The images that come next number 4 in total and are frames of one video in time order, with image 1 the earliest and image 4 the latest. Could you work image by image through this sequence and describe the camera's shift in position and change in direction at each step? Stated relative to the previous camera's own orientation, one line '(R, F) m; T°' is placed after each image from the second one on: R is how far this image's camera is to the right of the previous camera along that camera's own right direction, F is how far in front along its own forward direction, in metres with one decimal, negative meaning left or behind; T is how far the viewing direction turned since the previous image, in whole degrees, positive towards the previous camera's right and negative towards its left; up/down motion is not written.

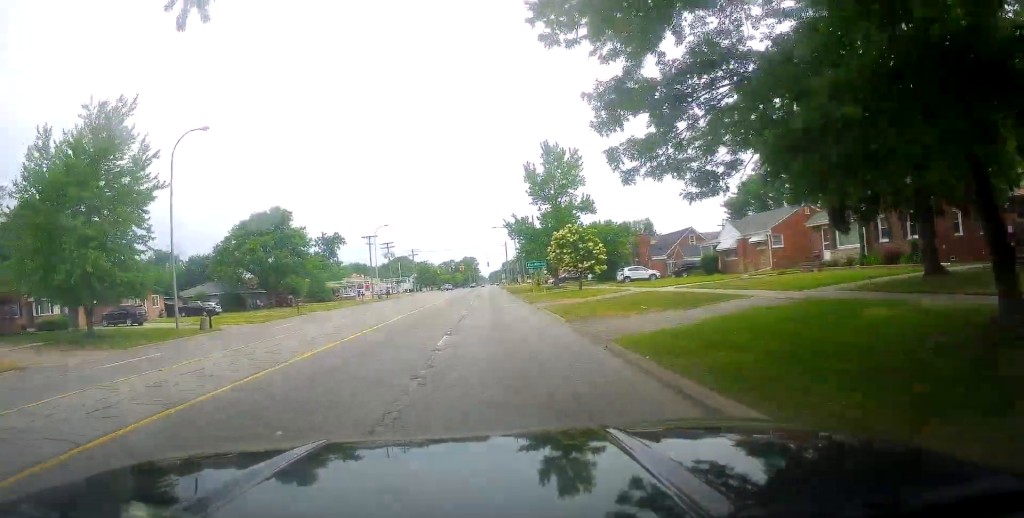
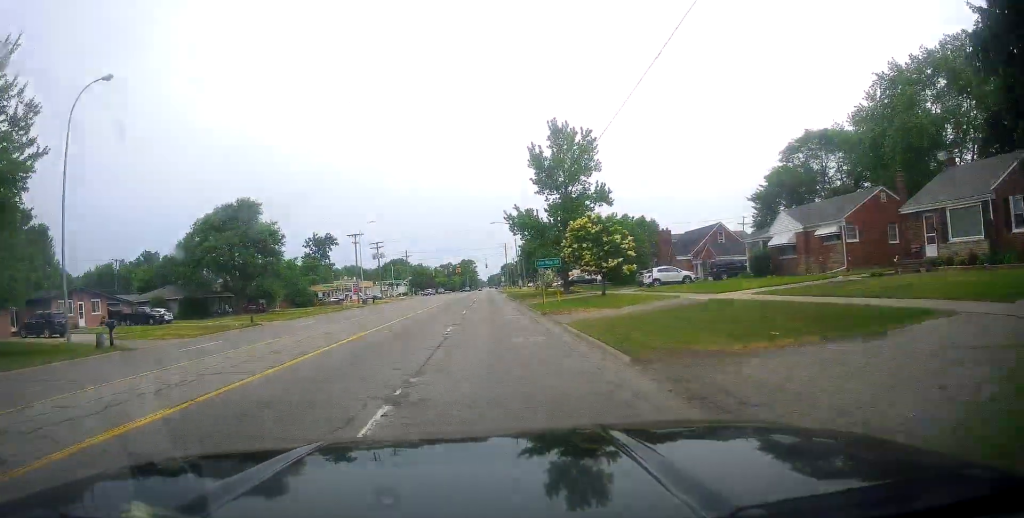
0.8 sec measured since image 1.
(+0.6, +10.8) m; +2°
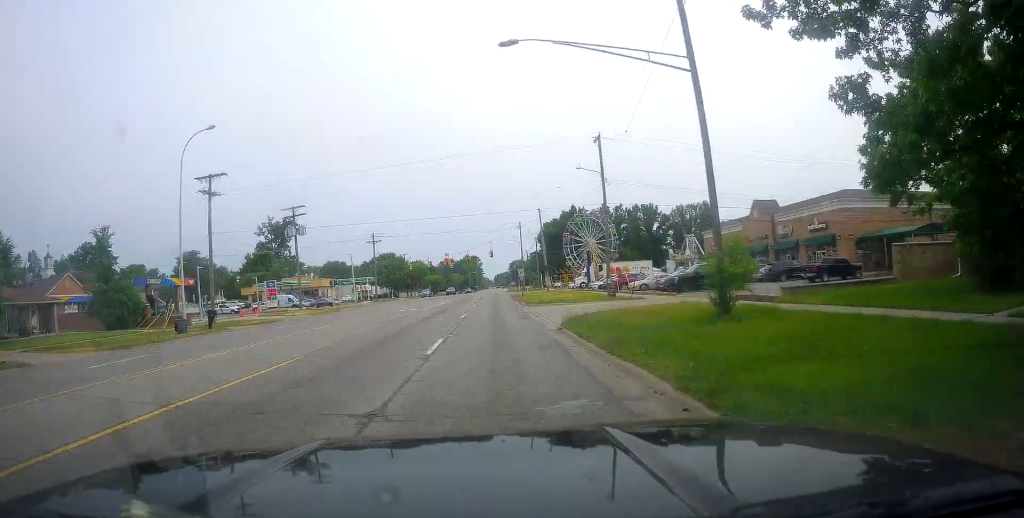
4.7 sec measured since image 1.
(-0.7, +56.3) m; 0°
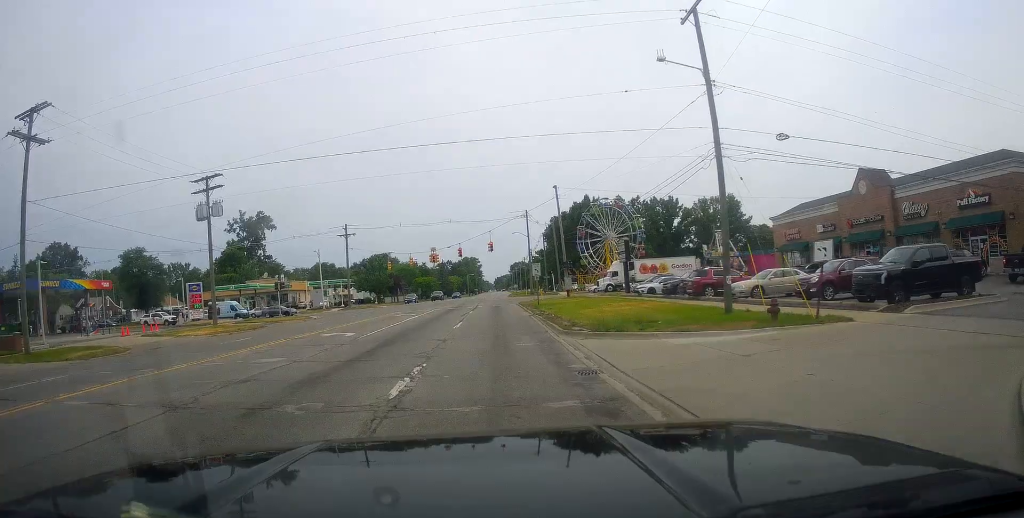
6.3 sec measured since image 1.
(-0.4, +22.1) m; 0°
